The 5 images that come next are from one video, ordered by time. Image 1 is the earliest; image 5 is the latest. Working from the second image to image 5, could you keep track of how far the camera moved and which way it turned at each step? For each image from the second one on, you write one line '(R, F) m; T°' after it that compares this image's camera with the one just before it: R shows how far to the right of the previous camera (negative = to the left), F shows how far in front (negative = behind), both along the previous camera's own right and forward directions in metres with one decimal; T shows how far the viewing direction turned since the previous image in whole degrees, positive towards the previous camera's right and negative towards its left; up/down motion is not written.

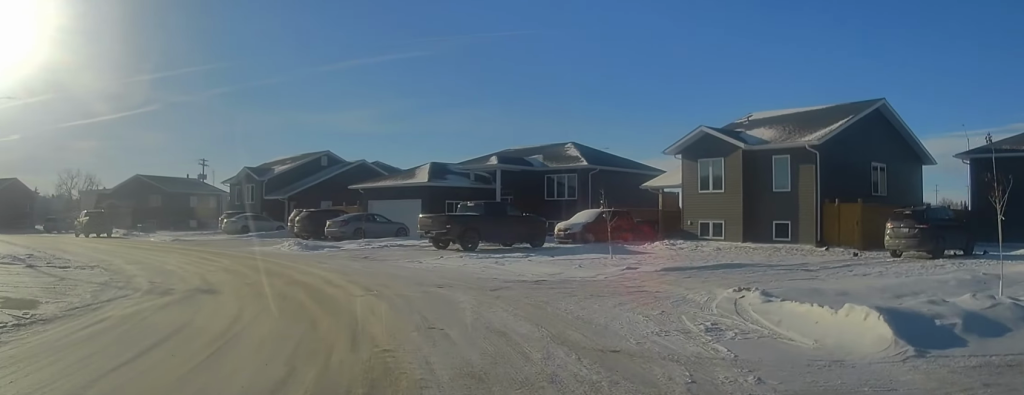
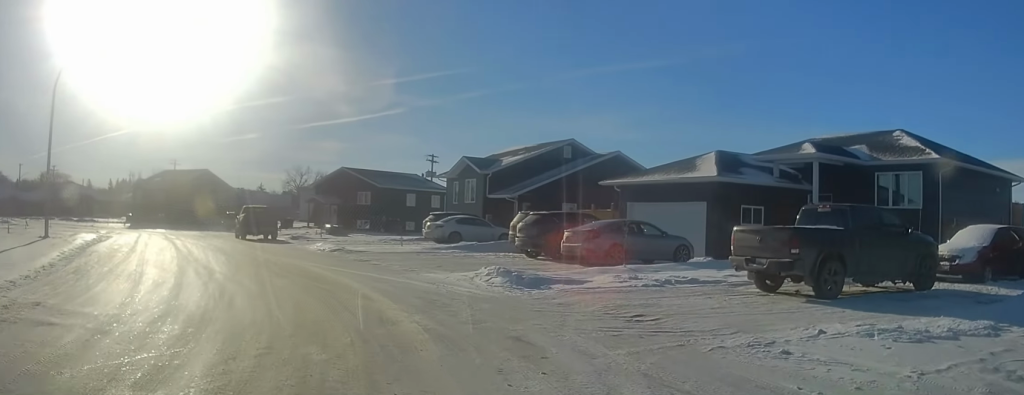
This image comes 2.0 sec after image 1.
(-1.1, +14.2) m; -14°
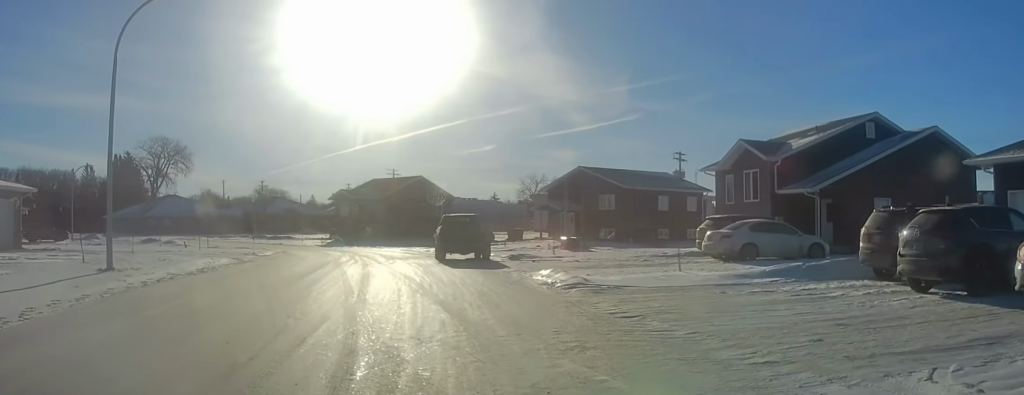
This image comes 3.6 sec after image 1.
(-2.5, +11.9) m; -20°
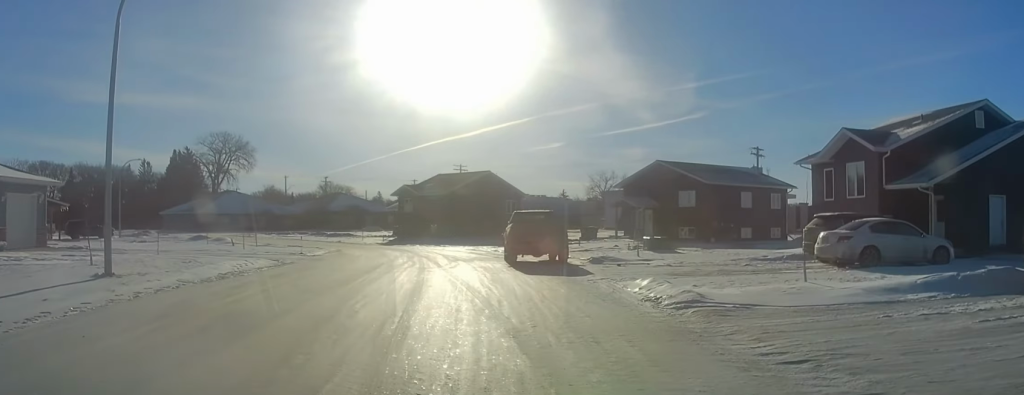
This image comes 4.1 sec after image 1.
(0.0, +3.8) m; -5°
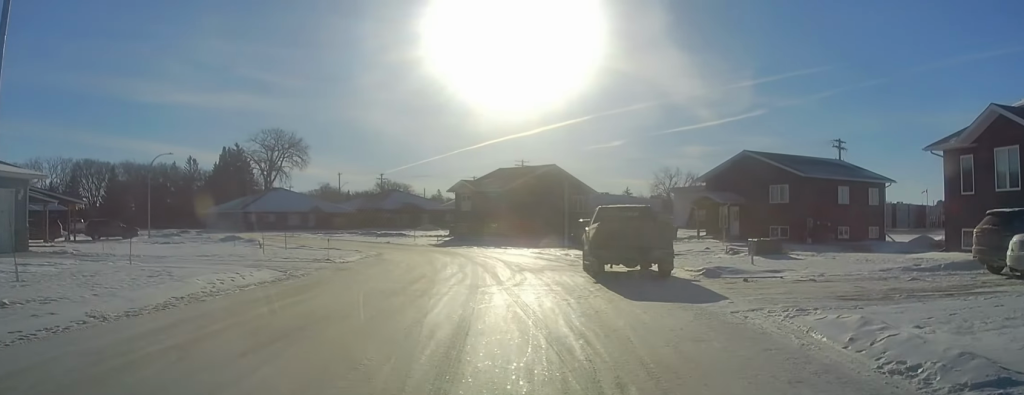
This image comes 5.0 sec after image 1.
(-0.6, +6.7) m; -8°
